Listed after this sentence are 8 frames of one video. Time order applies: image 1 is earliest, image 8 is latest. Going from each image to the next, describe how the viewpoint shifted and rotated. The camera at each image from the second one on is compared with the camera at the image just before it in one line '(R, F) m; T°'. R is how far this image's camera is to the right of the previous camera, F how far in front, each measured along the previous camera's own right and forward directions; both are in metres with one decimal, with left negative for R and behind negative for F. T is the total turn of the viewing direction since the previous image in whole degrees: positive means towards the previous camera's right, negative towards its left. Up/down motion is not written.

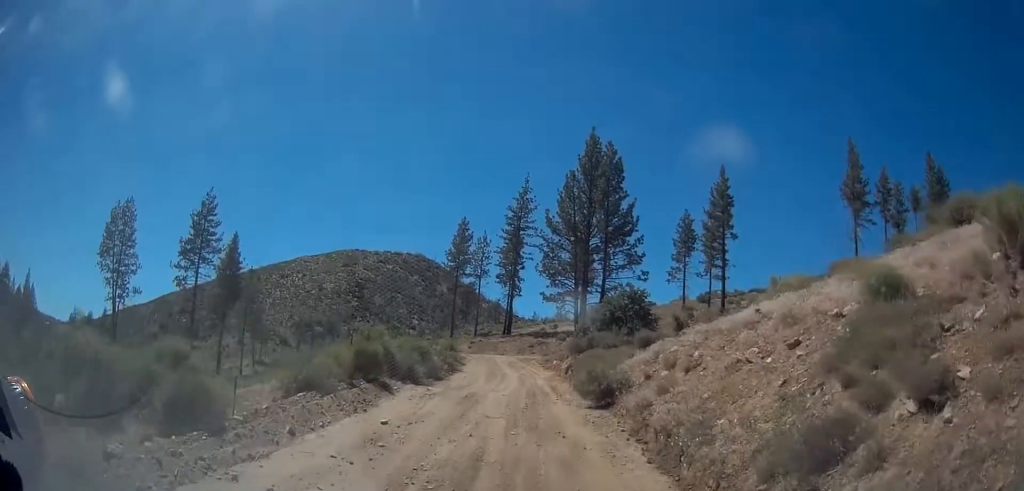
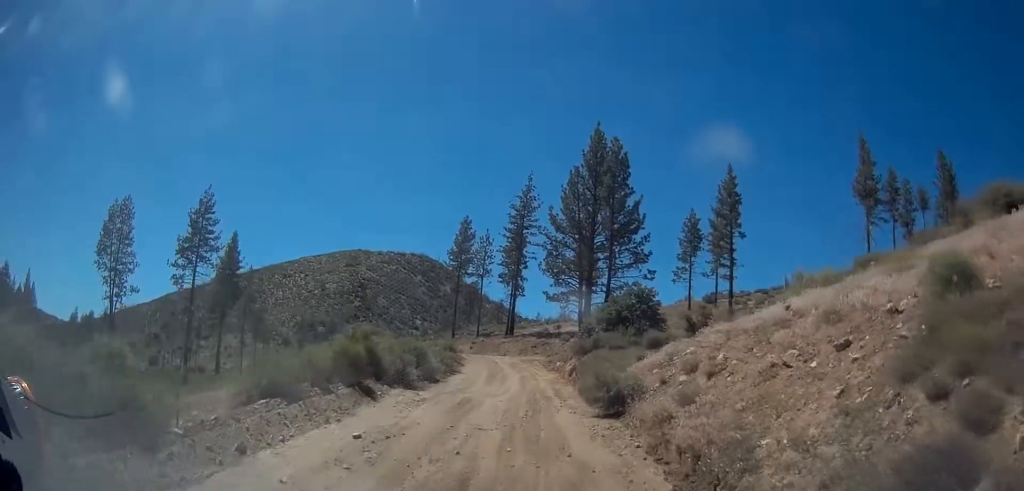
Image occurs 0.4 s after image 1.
(0.0, +1.7) m; -2°
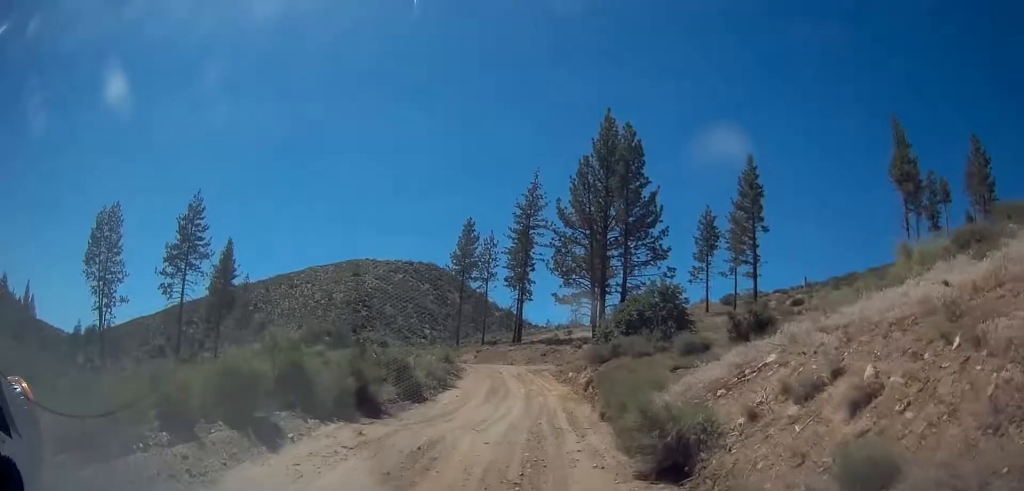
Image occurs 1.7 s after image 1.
(-0.4, +5.3) m; -6°
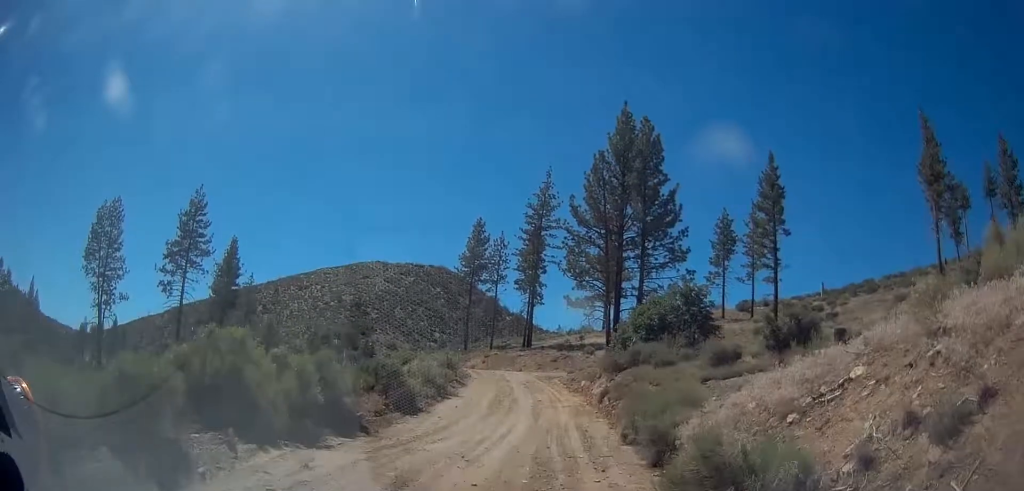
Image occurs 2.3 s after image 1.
(-0.2, +2.6) m; +1°
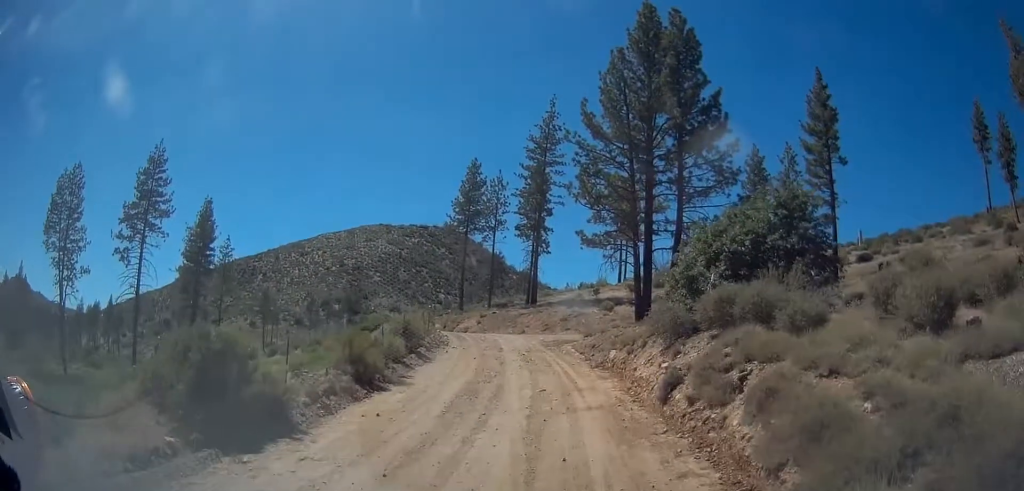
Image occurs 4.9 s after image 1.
(+0.9, +11.5) m; +2°
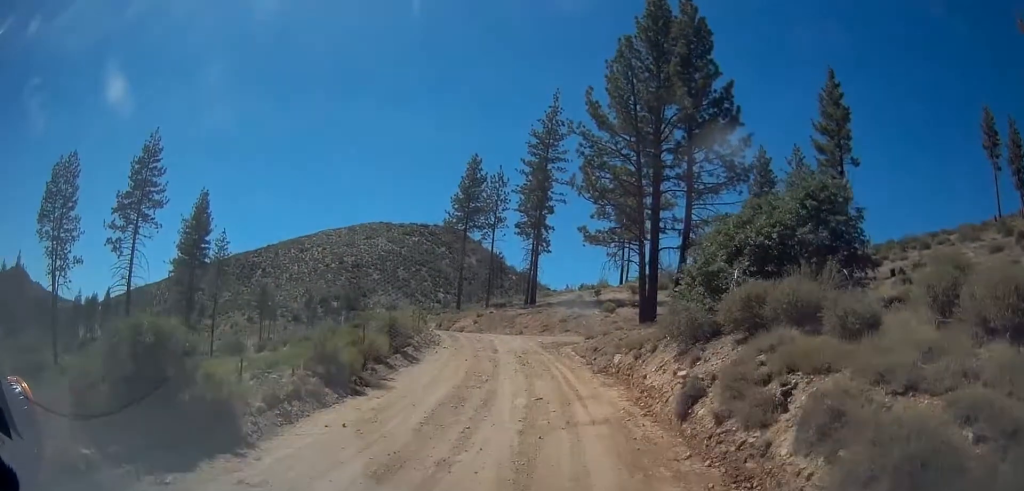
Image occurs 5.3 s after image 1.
(0.0, +1.8) m; 0°
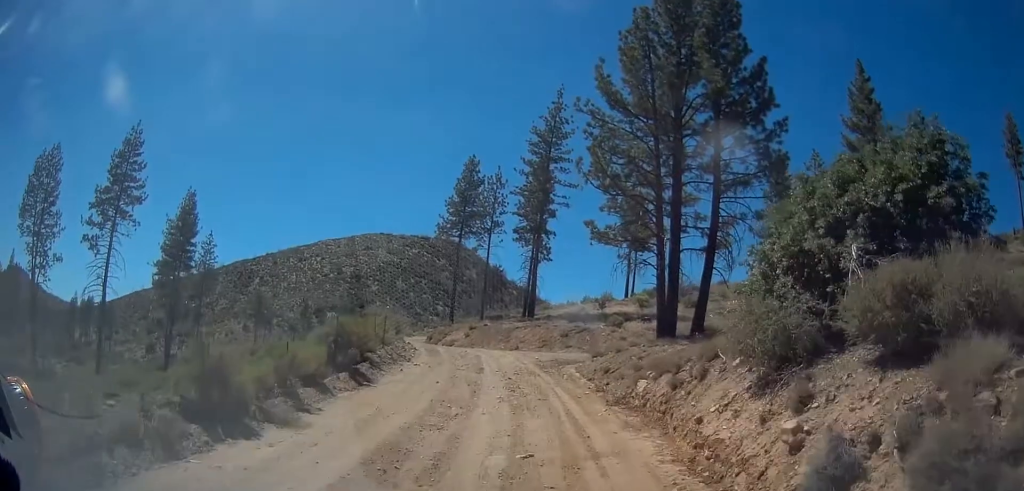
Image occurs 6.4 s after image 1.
(+0.2, +5.0) m; 0°
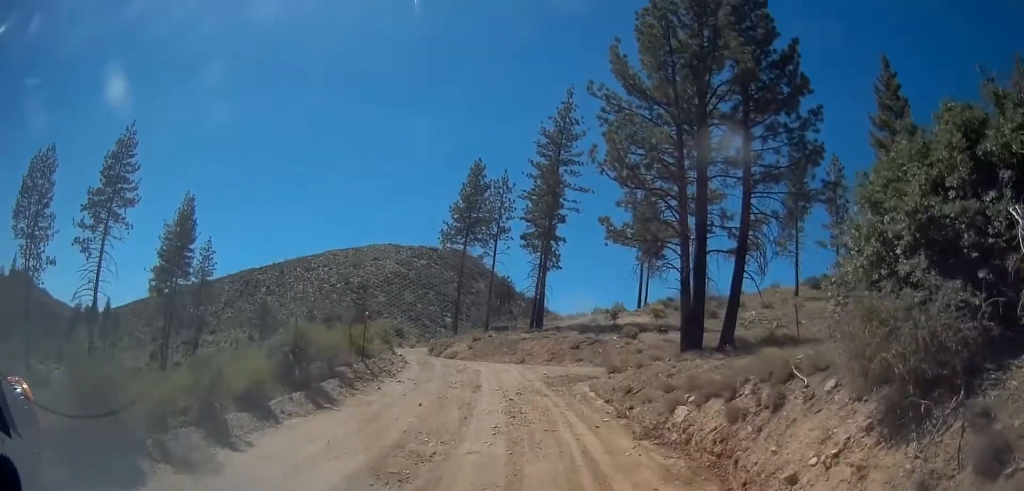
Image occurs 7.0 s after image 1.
(-0.2, +3.1) m; 0°
